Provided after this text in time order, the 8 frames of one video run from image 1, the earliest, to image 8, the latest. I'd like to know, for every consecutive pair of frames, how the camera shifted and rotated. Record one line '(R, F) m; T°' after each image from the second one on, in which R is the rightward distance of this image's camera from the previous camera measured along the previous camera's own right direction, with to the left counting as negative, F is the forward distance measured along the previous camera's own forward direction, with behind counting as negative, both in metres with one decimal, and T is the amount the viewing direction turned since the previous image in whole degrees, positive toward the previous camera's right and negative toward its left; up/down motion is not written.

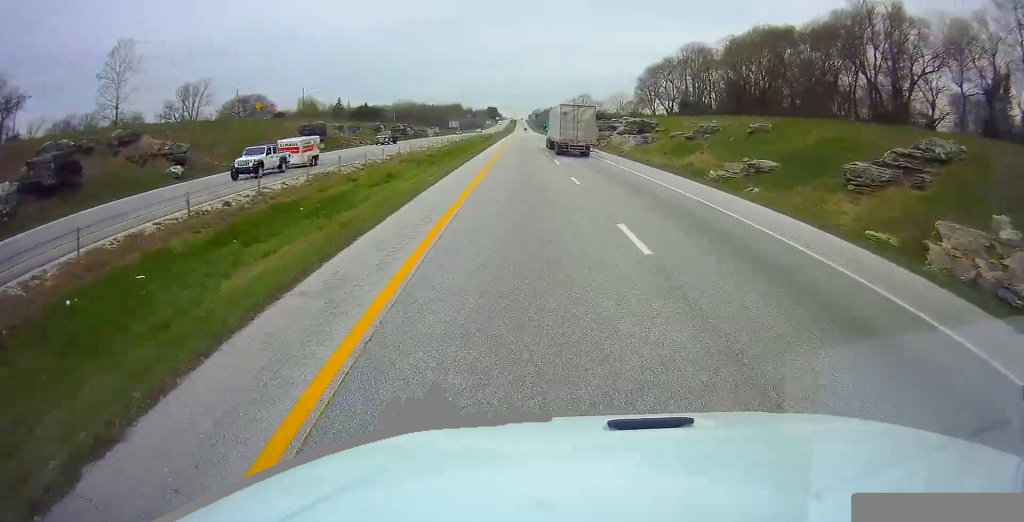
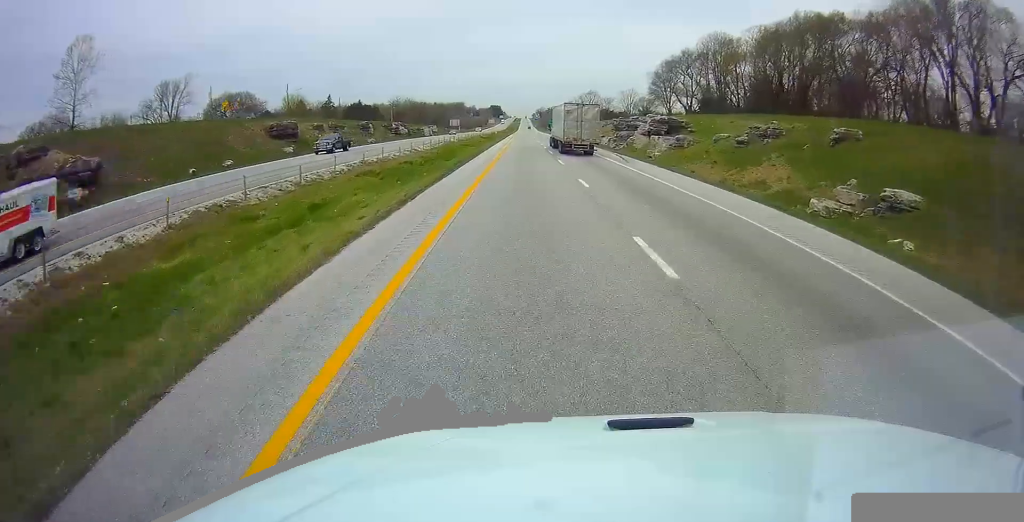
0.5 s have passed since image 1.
(0.0, +13.7) m; 0°
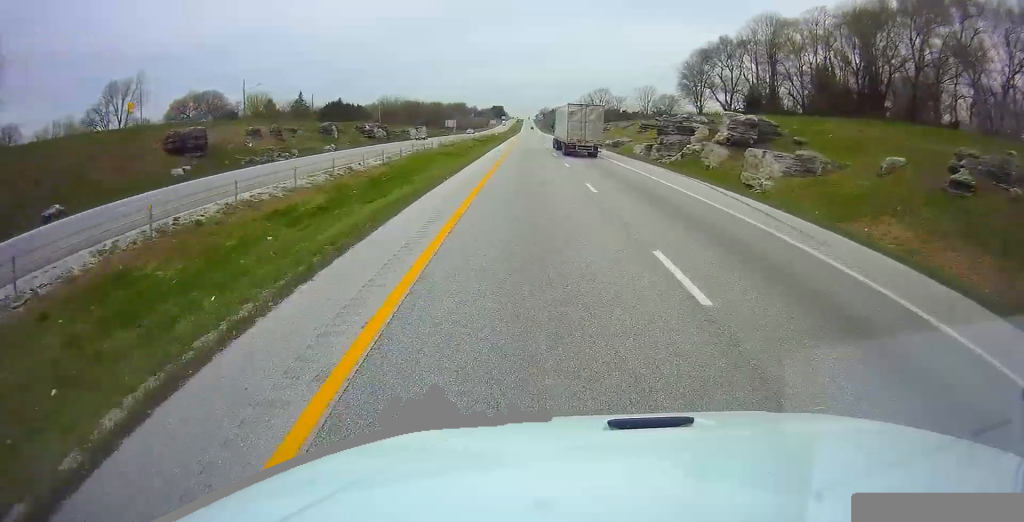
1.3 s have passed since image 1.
(0.0, +25.6) m; 0°
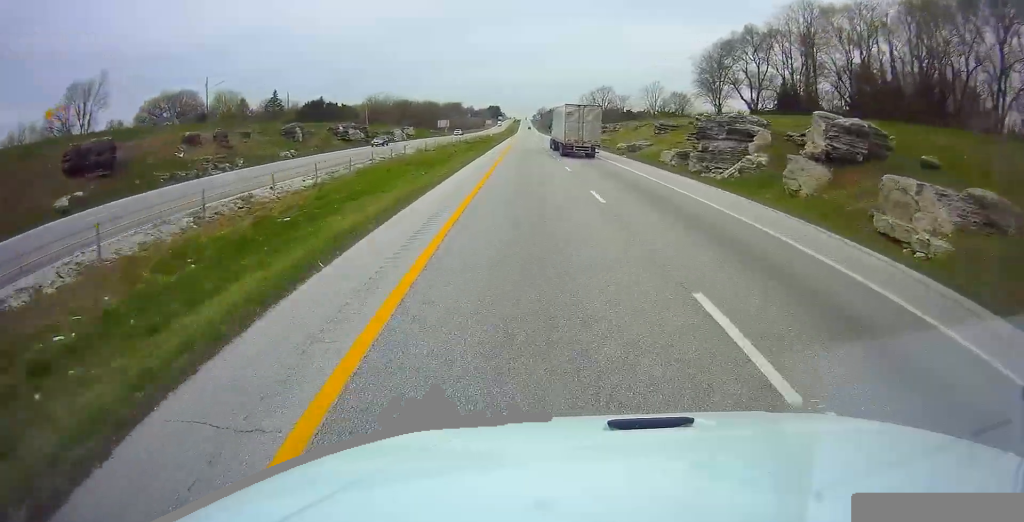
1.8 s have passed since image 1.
(0.0, +14.8) m; 0°
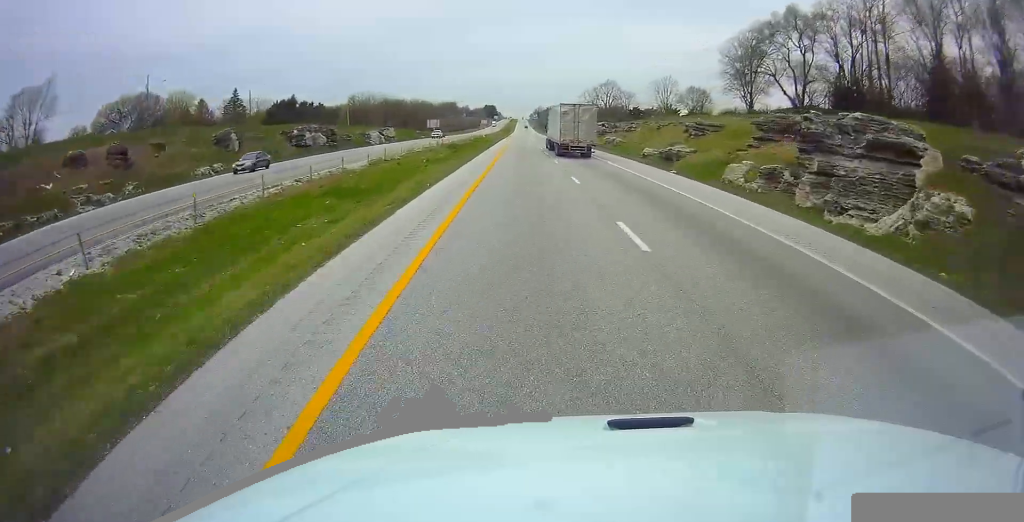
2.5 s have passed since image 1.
(0.0, +18.6) m; 0°
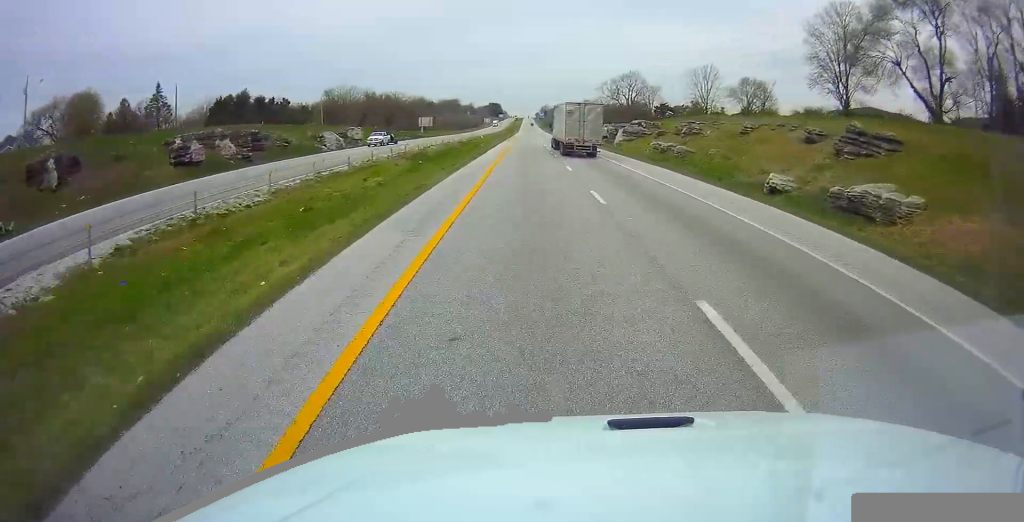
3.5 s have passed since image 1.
(0.0, +30.3) m; 0°
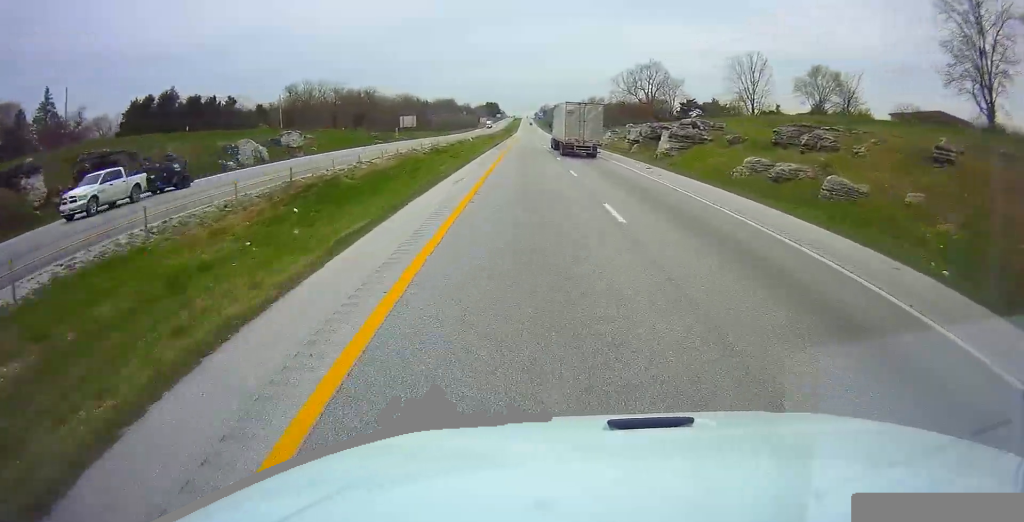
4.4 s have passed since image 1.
(0.0, +27.5) m; 0°
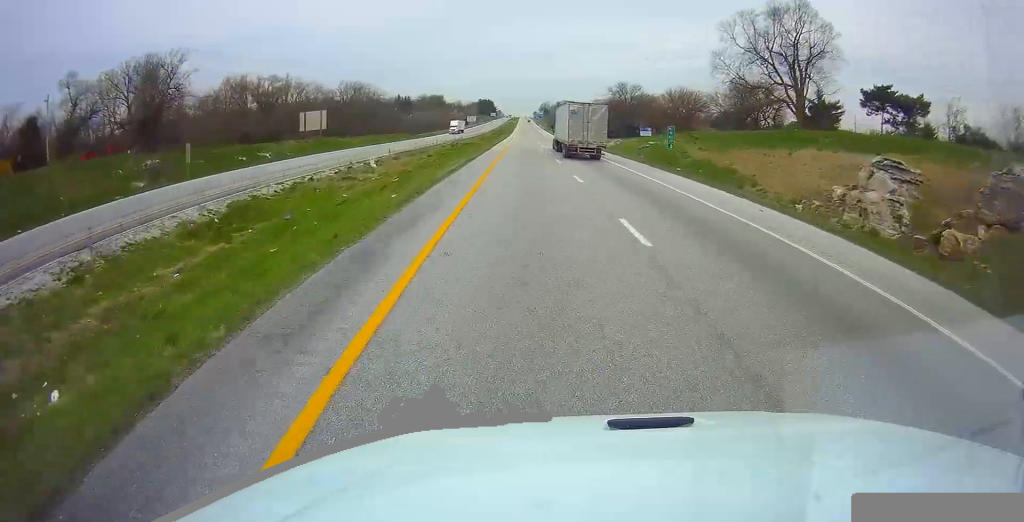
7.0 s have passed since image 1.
(0.0, +75.7) m; 0°
